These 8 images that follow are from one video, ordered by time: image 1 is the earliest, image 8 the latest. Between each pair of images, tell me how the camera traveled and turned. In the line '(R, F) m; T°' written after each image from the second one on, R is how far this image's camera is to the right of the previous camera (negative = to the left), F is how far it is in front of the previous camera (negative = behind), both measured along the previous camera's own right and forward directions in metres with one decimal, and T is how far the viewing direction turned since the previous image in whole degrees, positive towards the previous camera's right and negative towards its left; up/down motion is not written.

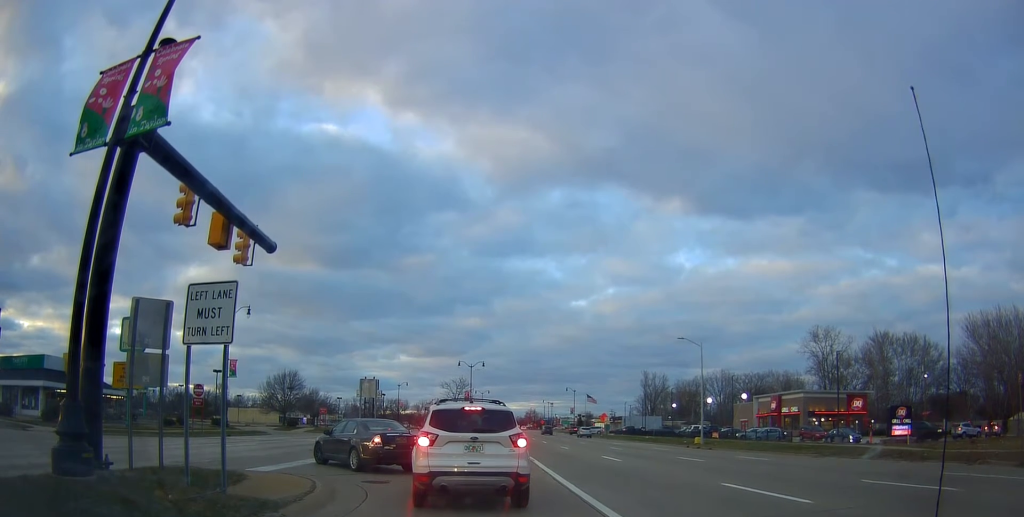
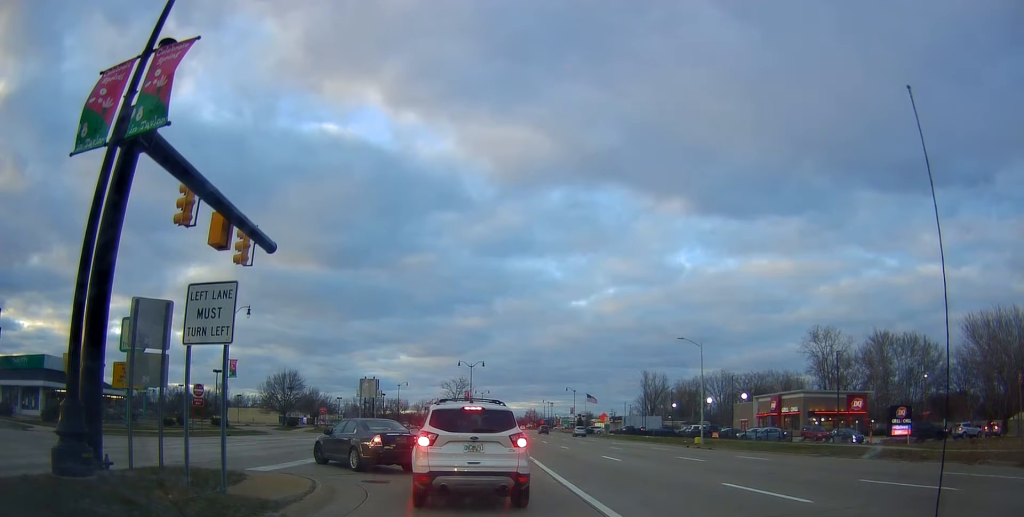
(0.0, 0.0) m; 0°
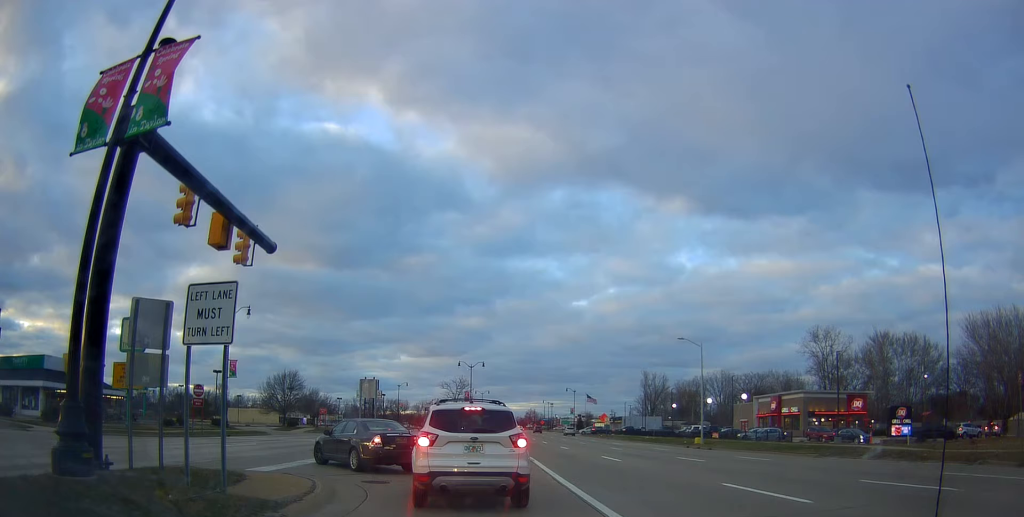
(0.0, 0.0) m; 0°
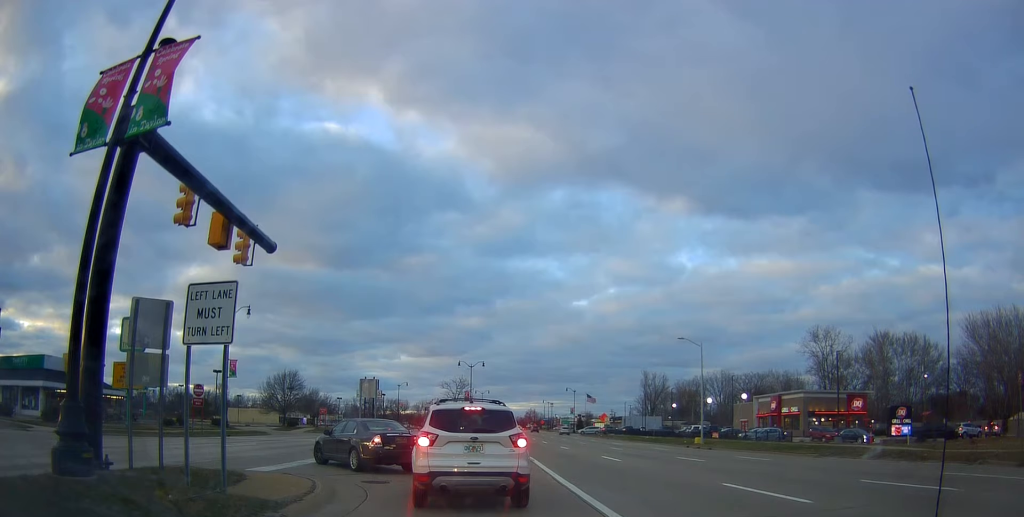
(0.0, 0.0) m; 0°
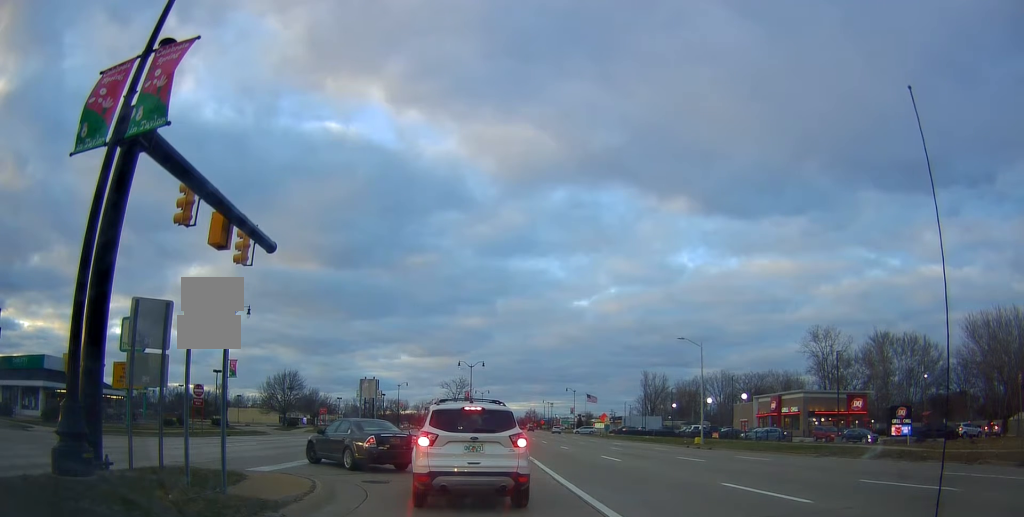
(0.0, 0.0) m; 0°
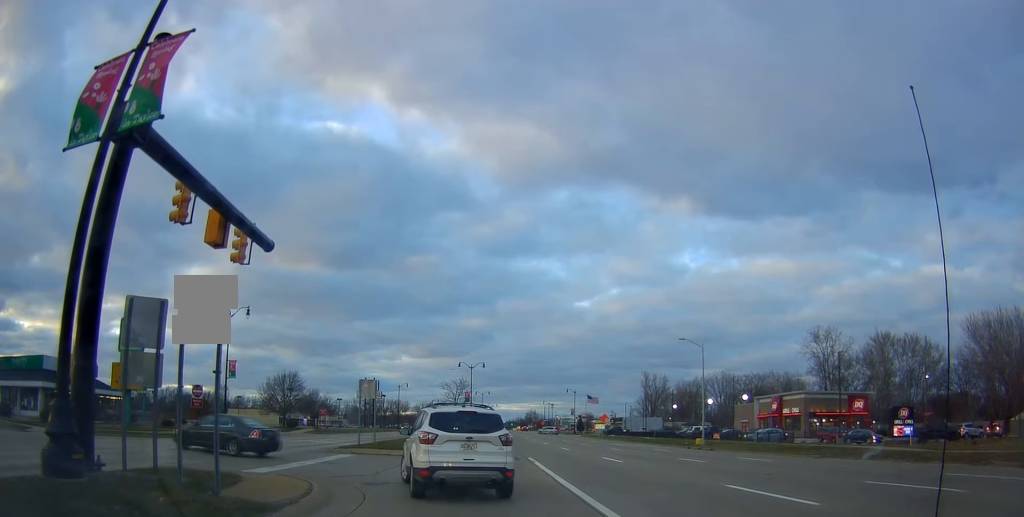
(0.0, 0.0) m; 0°
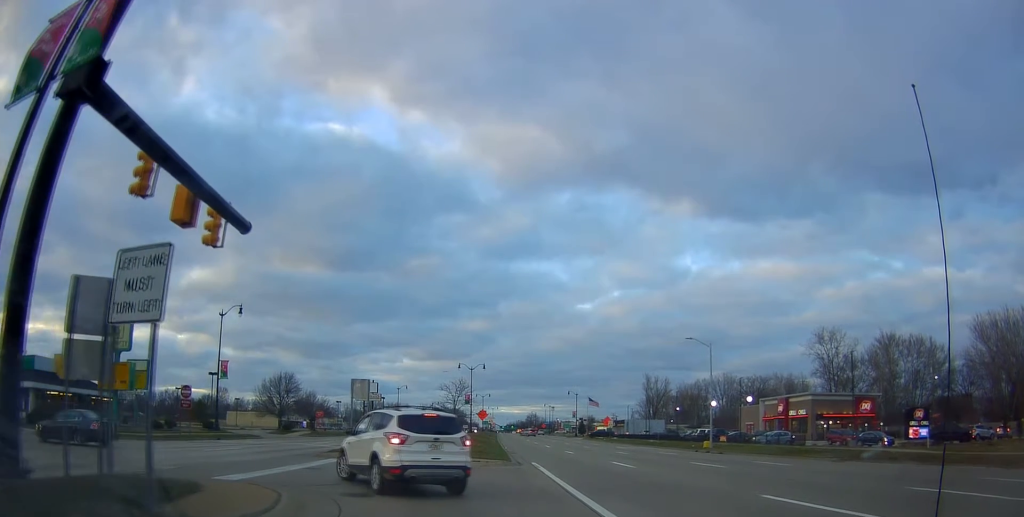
(0.0, +0.3) m; 0°
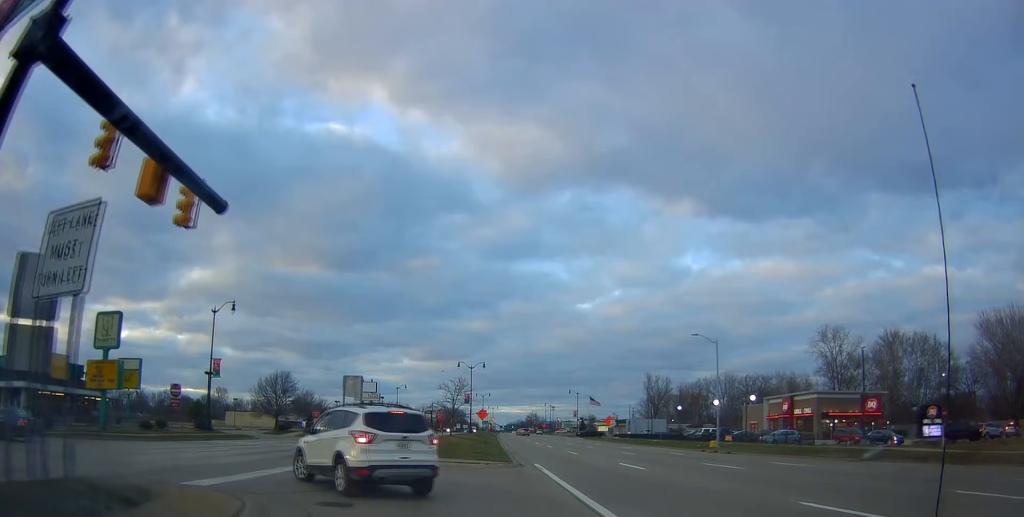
(0.0, +0.6) m; 0°
